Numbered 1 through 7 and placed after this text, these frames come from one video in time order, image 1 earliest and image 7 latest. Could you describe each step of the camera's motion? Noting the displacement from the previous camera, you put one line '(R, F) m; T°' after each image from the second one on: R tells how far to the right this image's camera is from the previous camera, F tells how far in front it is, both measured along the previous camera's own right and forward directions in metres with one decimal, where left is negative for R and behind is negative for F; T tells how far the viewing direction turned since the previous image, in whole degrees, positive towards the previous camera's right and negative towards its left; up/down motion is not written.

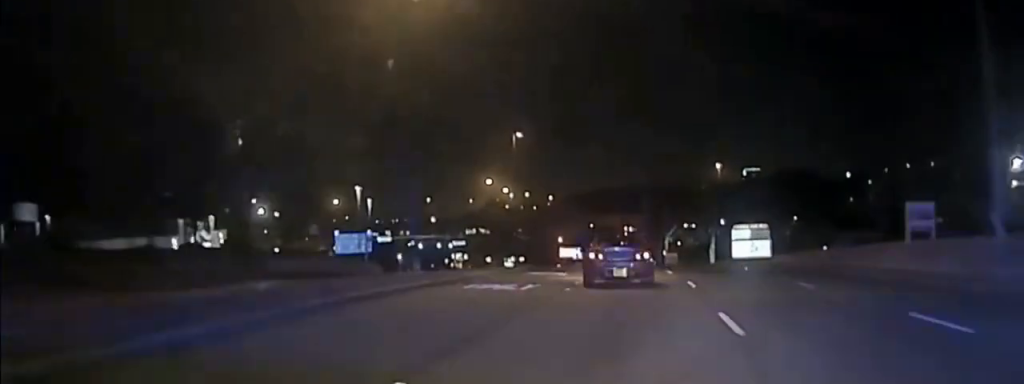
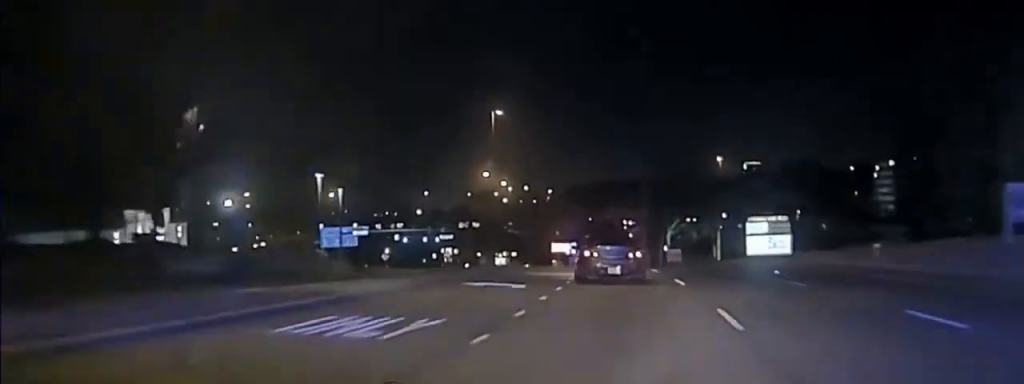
(+0.1, +11.5) m; 0°
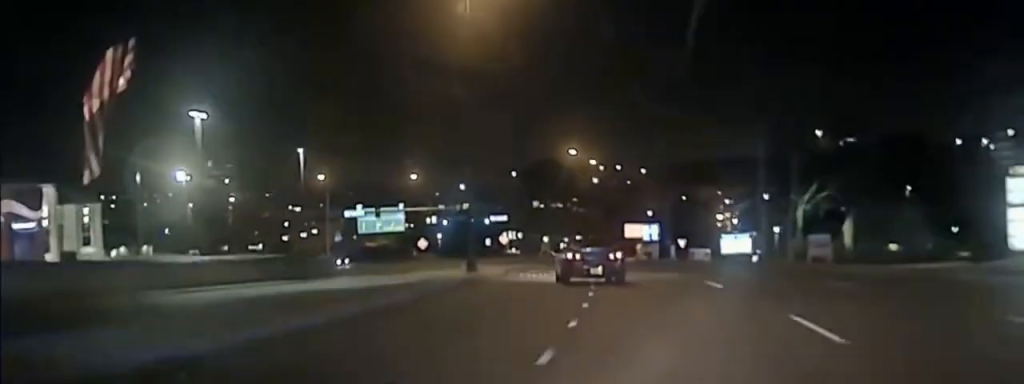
(-0.5, +39.1) m; -3°
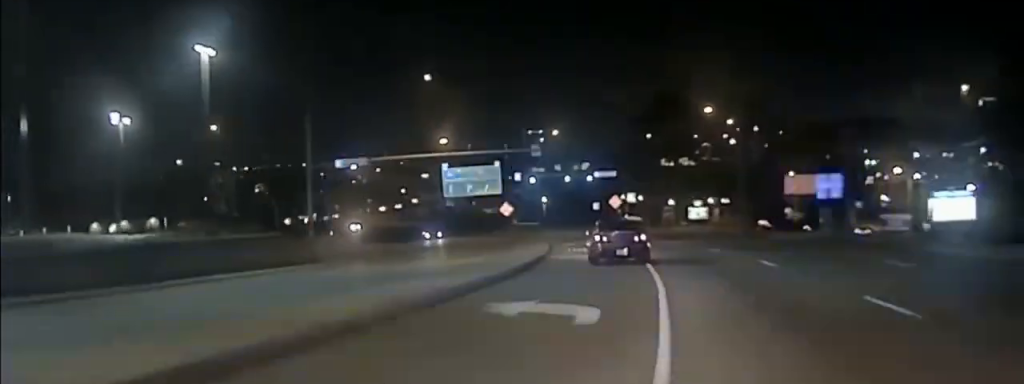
(-1.4, +36.3) m; -5°
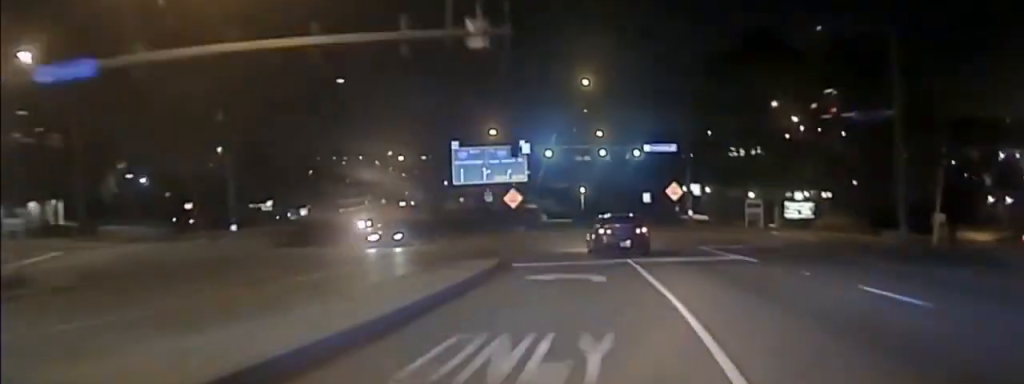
(-1.2, +31.2) m; -6°
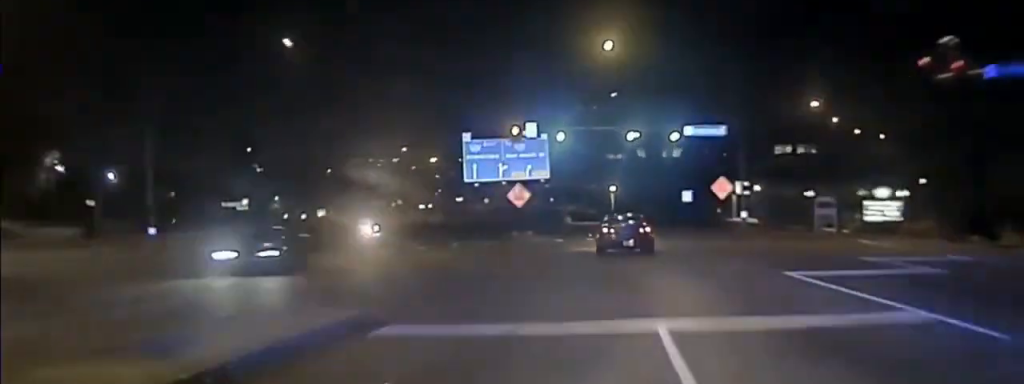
(-0.8, +13.7) m; -3°
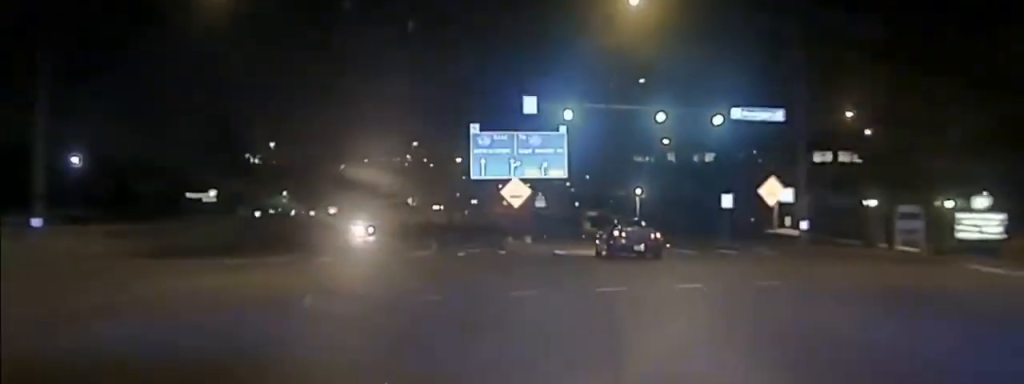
(-0.1, +11.0) m; -2°
